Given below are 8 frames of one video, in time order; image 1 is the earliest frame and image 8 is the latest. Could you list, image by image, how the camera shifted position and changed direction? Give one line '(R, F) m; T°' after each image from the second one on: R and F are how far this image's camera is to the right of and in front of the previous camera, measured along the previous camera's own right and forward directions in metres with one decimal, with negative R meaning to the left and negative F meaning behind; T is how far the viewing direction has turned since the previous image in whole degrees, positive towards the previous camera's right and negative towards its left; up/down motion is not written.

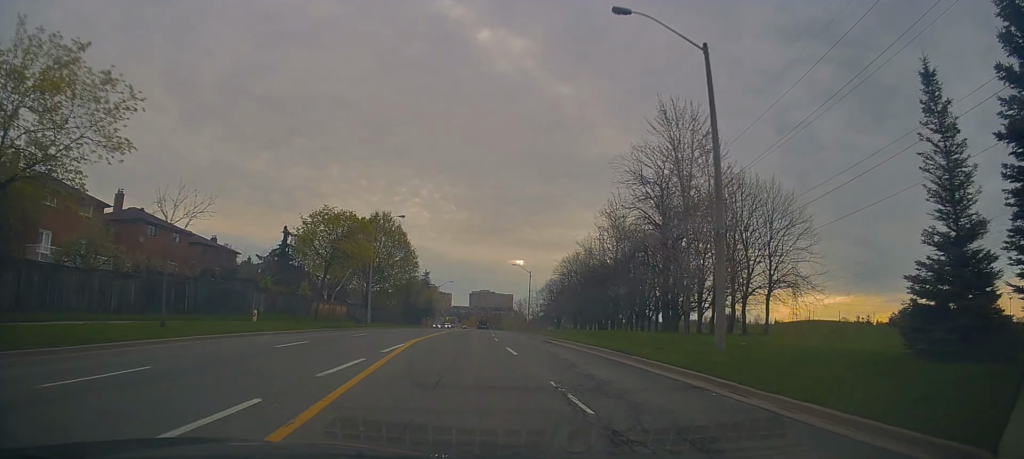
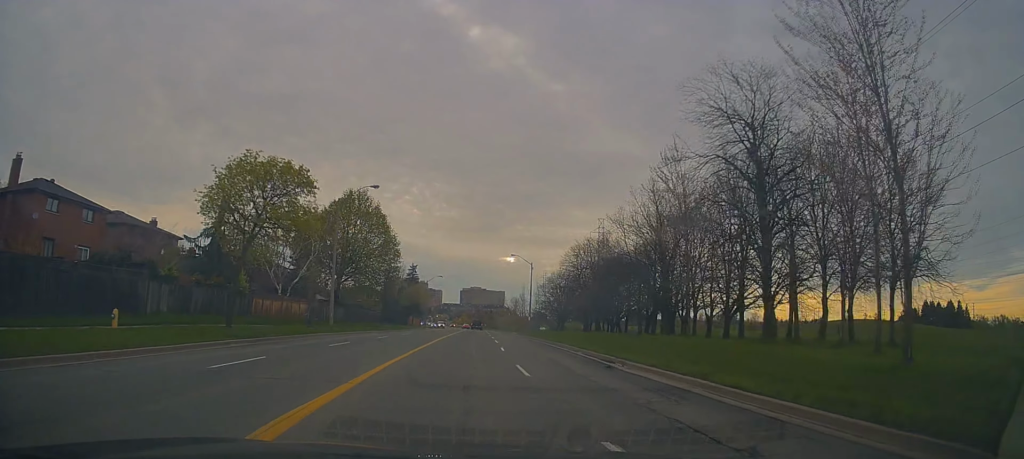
(+0.1, +11.8) m; +1°
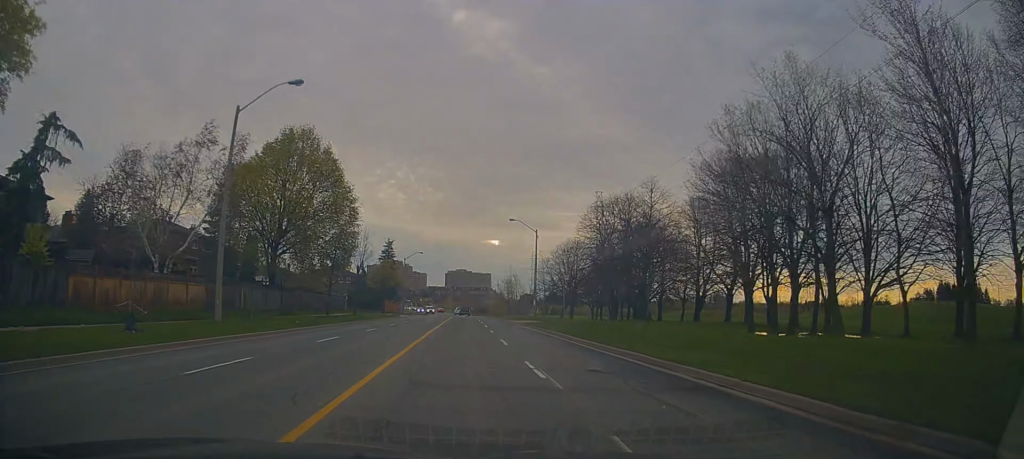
(+0.3, +17.2) m; +1°
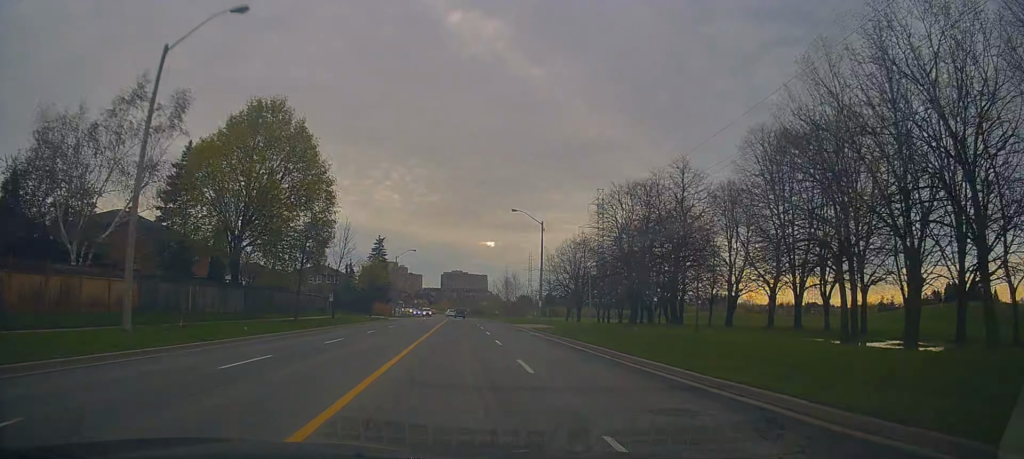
(0.0, +6.5) m; 0°
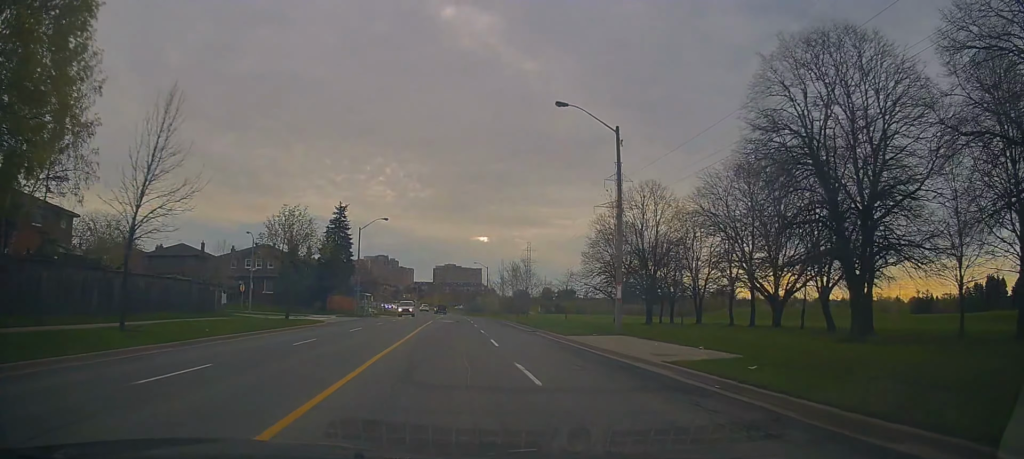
(0.0, +28.0) m; 0°
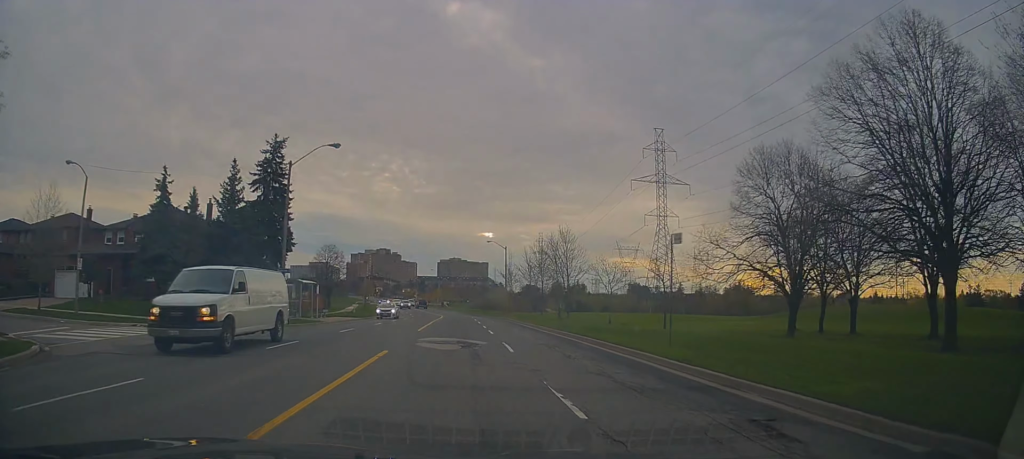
(+0.2, +30.8) m; 0°
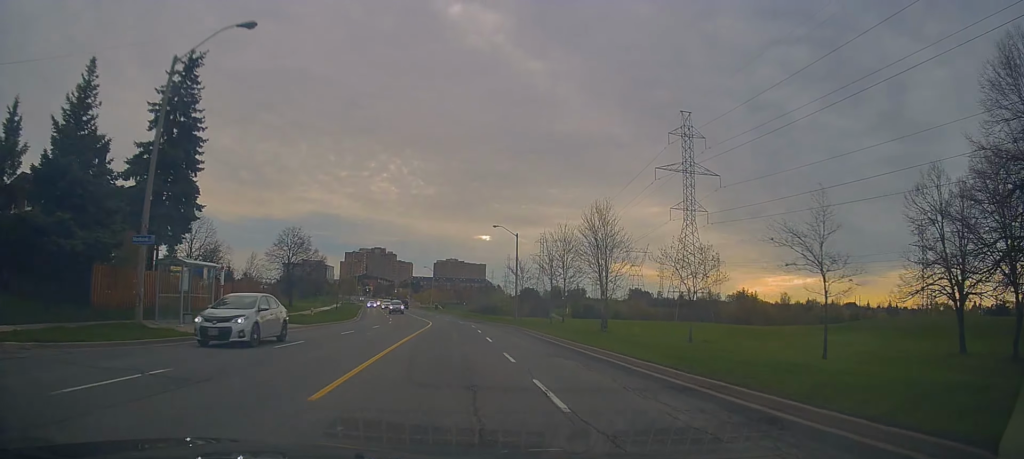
(-0.1, +18.1) m; 0°
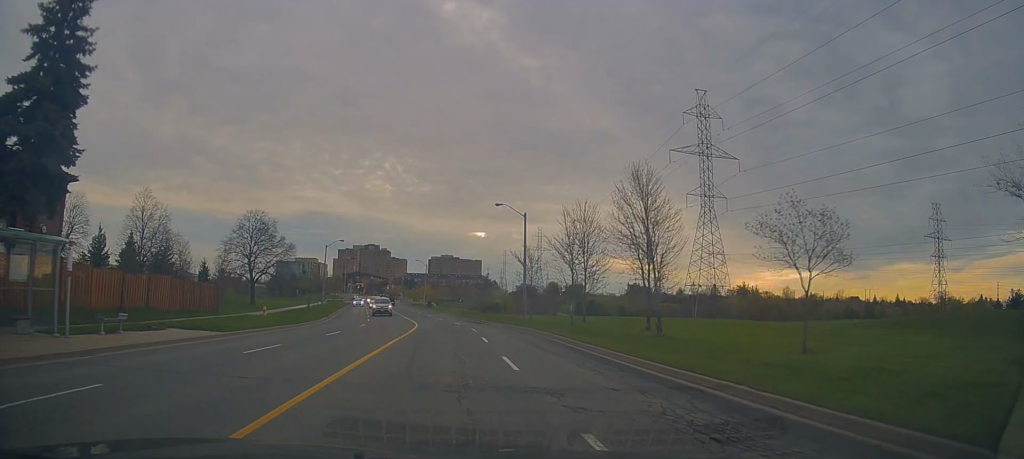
(0.0, +11.5) m; 0°
